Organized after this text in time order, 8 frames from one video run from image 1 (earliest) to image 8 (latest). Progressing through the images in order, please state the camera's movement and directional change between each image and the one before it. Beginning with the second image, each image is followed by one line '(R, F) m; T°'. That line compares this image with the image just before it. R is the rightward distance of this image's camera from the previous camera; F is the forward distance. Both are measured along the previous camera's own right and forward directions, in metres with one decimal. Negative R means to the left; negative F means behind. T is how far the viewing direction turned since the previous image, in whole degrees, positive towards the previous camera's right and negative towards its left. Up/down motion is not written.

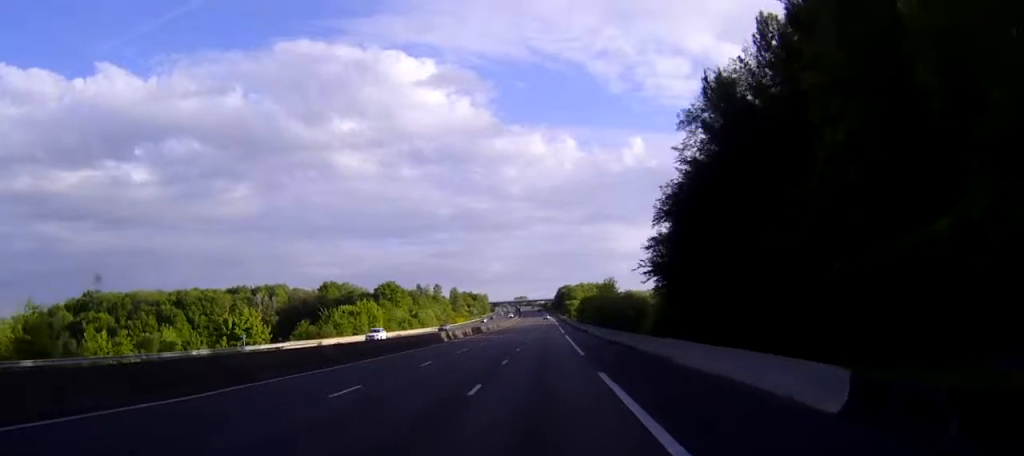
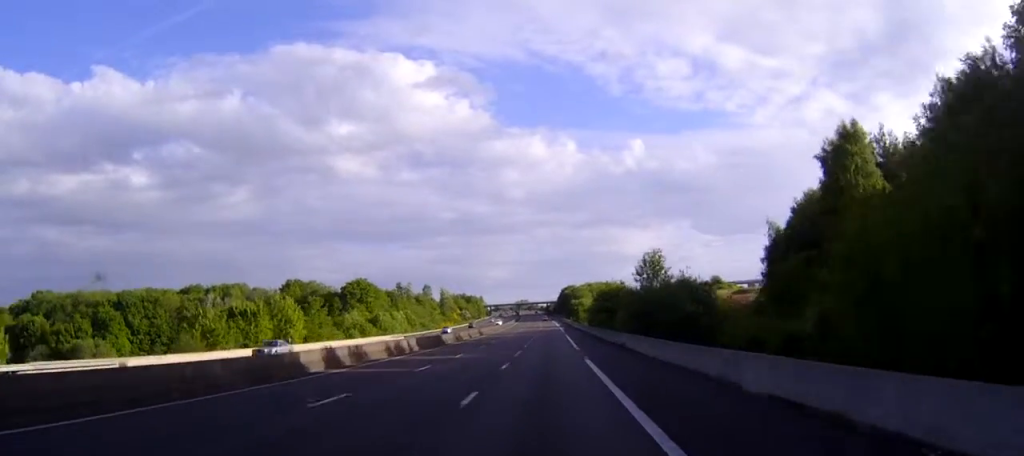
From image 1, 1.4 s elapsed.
(0.0, +40.4) m; 0°
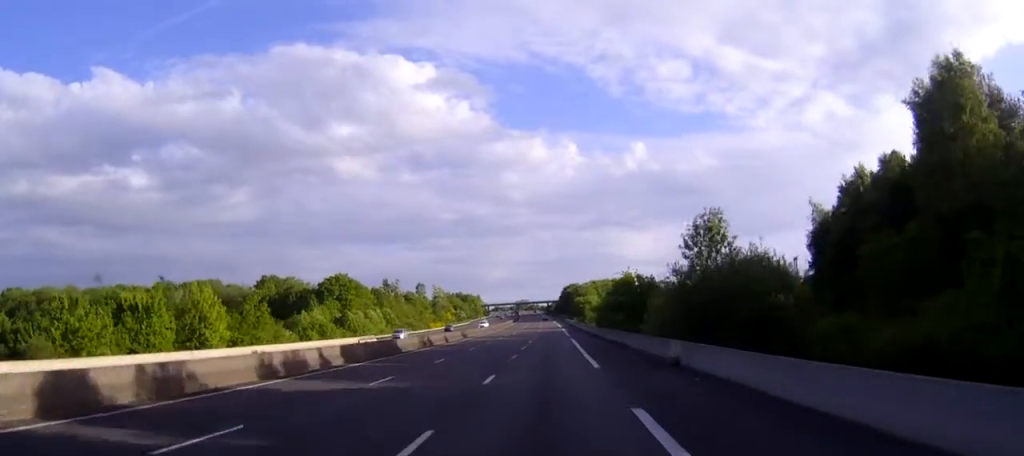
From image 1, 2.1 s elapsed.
(0.0, +20.7) m; 0°
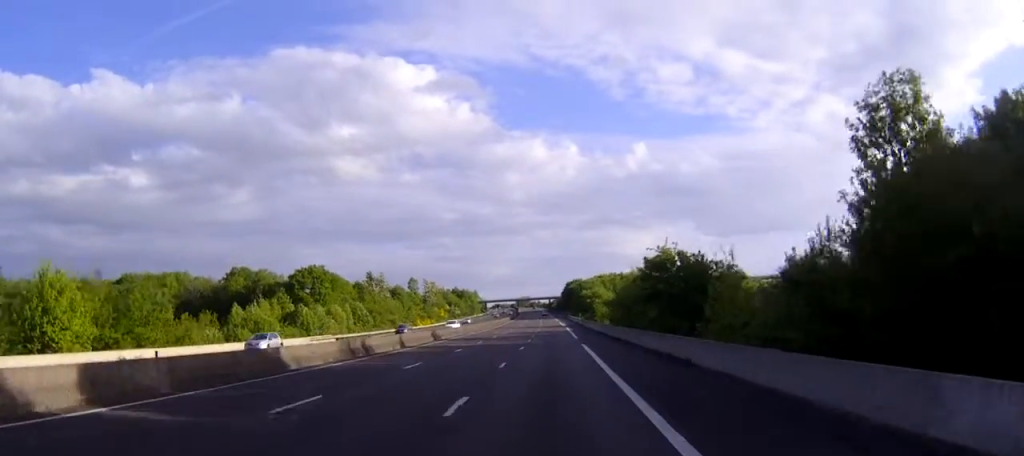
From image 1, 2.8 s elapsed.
(0.0, +21.7) m; 0°
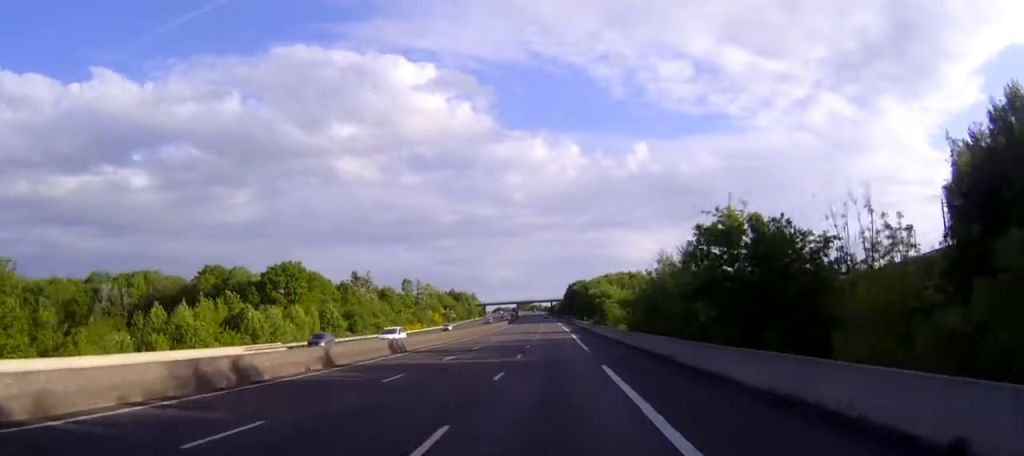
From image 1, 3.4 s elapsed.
(-0.1, +16.7) m; 0°
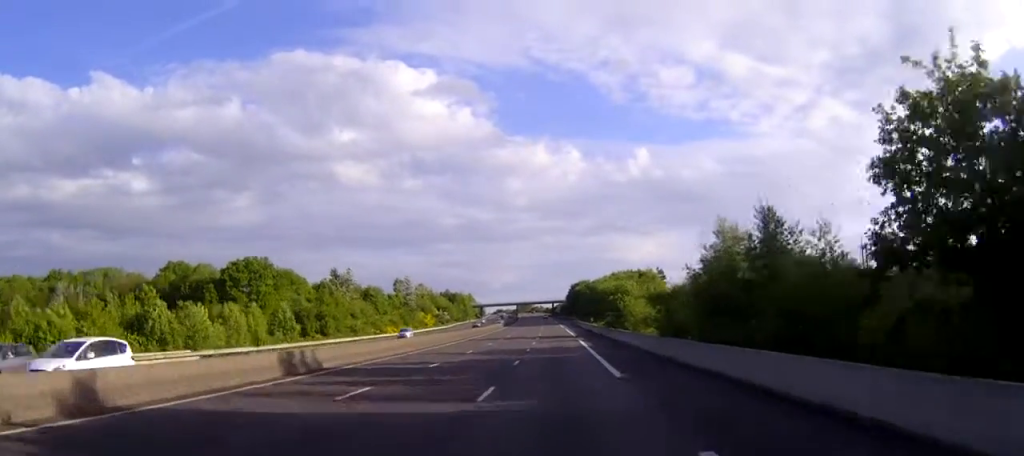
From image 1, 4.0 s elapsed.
(-0.1, +18.6) m; 0°
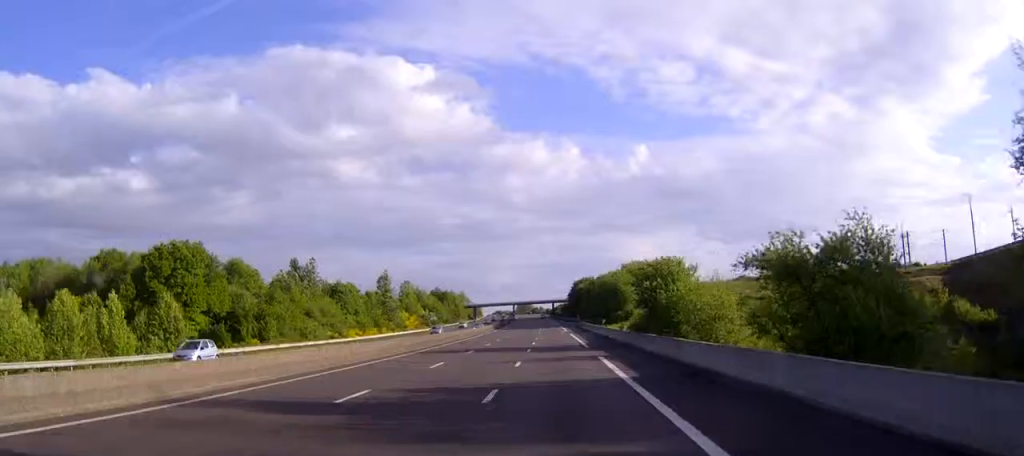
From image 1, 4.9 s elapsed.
(0.0, +26.4) m; 0°
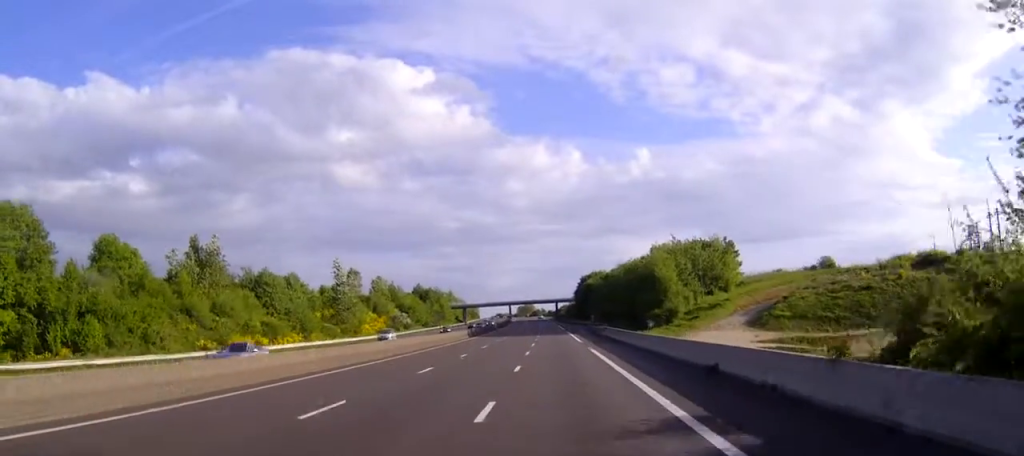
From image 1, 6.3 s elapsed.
(0.0, +41.9) m; 0°
